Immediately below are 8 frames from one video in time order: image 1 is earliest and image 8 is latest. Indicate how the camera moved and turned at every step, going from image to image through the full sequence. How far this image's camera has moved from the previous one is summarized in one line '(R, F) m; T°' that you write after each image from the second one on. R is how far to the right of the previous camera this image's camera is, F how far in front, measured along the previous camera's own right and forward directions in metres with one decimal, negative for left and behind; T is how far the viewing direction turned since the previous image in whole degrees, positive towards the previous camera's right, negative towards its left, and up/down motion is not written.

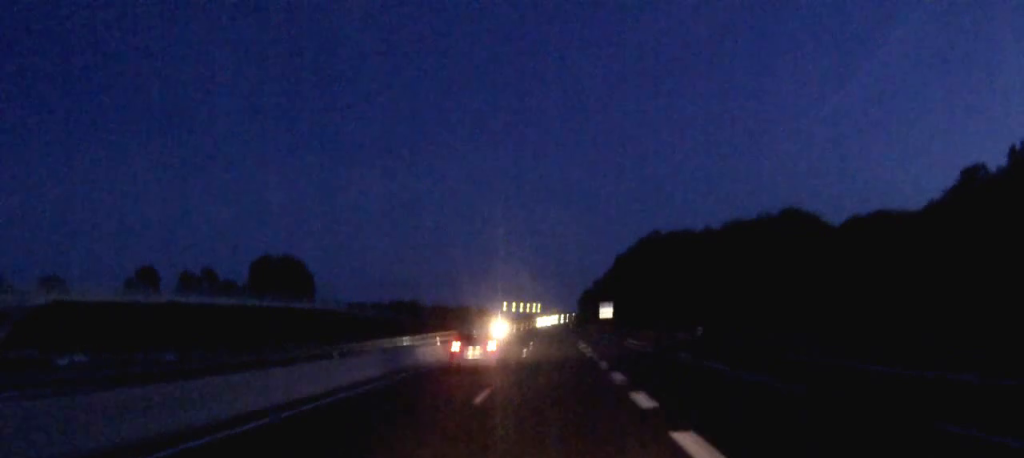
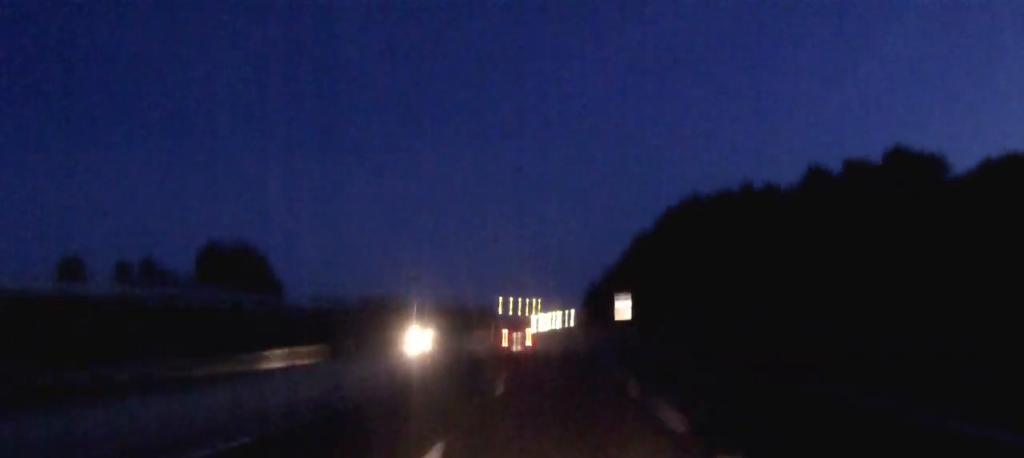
(0.0, +48.0) m; 0°
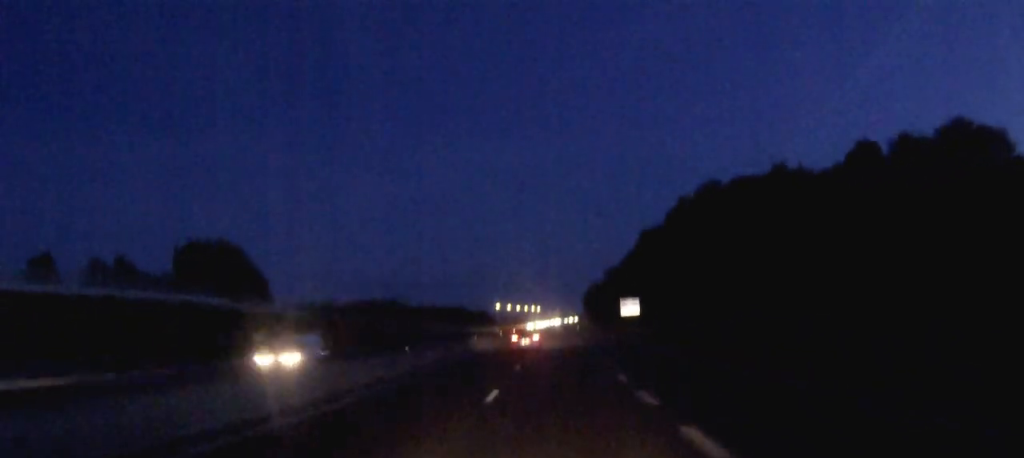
(0.0, +16.0) m; 0°
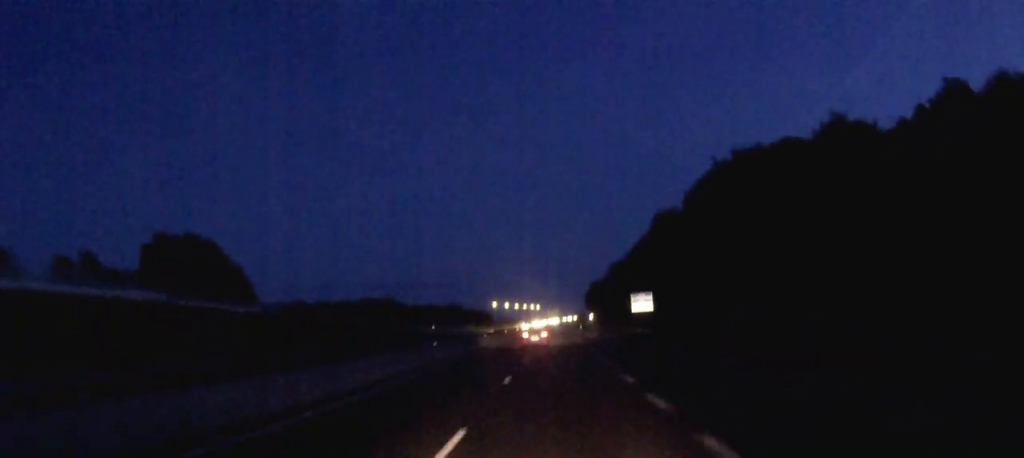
(0.0, +20.7) m; 0°
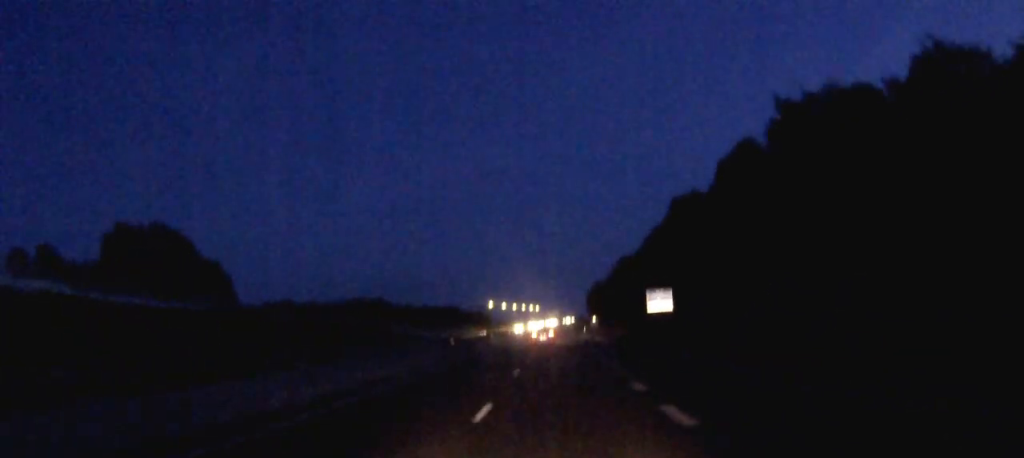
(0.0, +21.7) m; 0°
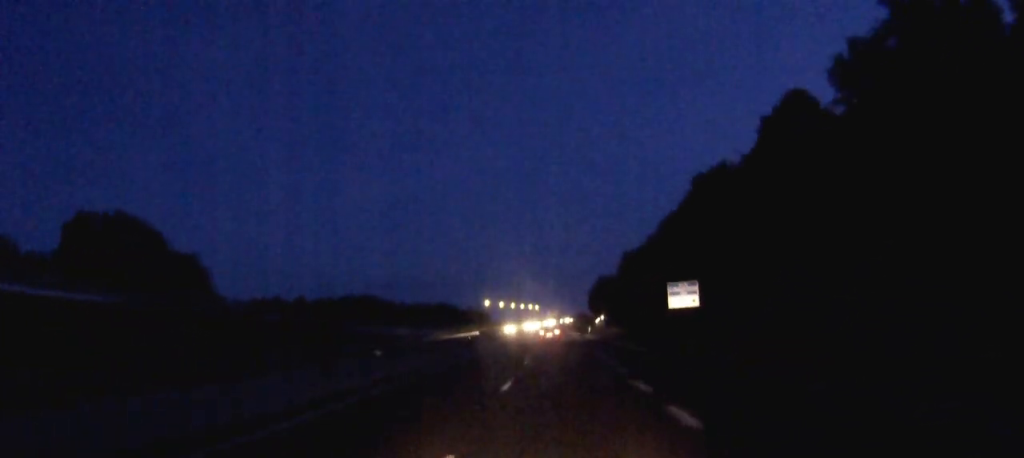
(0.0, +19.8) m; 0°
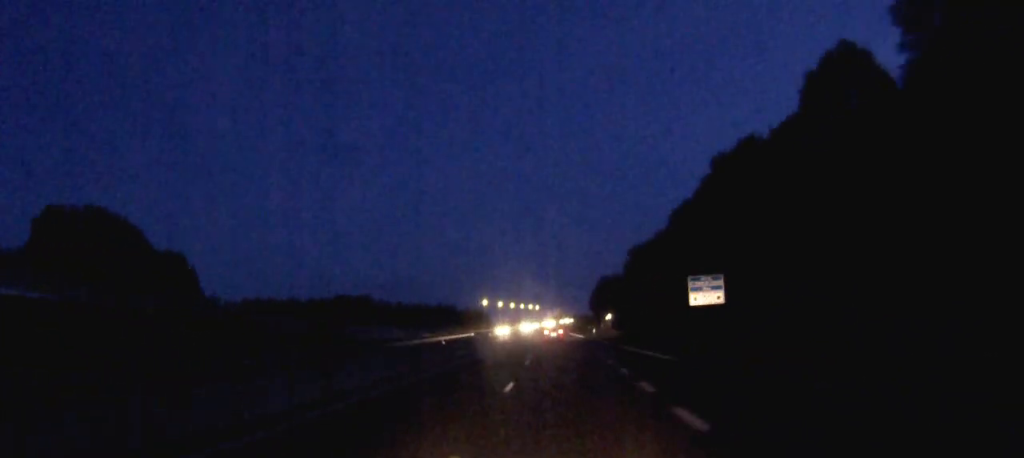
(0.0, +13.2) m; 0°
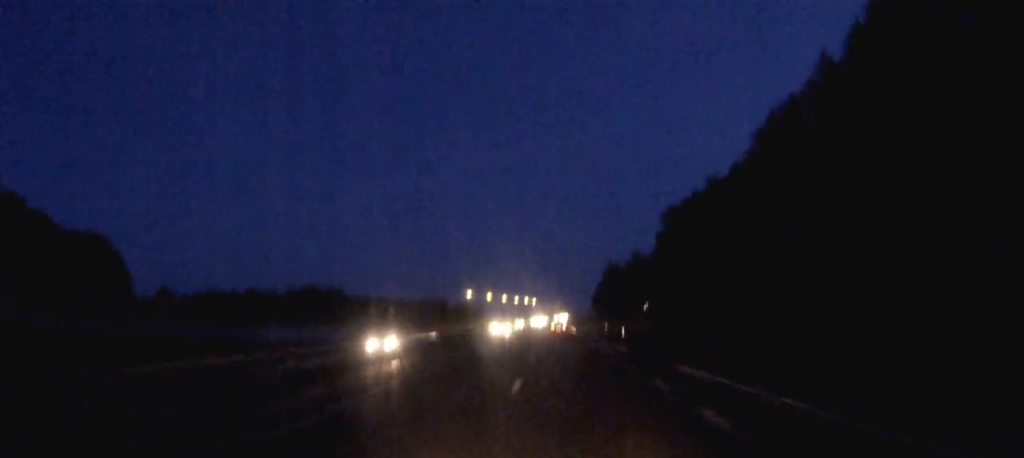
(0.0, +52.8) m; 0°
